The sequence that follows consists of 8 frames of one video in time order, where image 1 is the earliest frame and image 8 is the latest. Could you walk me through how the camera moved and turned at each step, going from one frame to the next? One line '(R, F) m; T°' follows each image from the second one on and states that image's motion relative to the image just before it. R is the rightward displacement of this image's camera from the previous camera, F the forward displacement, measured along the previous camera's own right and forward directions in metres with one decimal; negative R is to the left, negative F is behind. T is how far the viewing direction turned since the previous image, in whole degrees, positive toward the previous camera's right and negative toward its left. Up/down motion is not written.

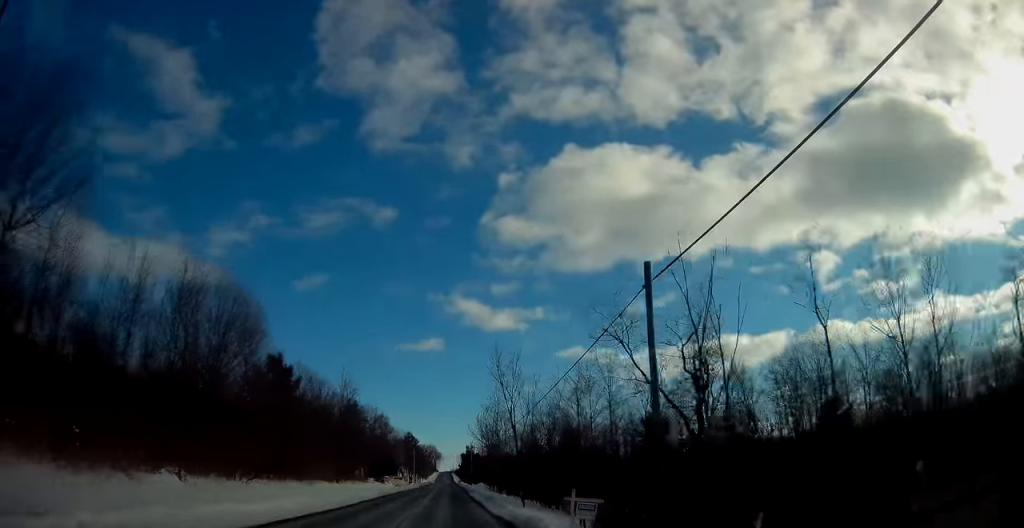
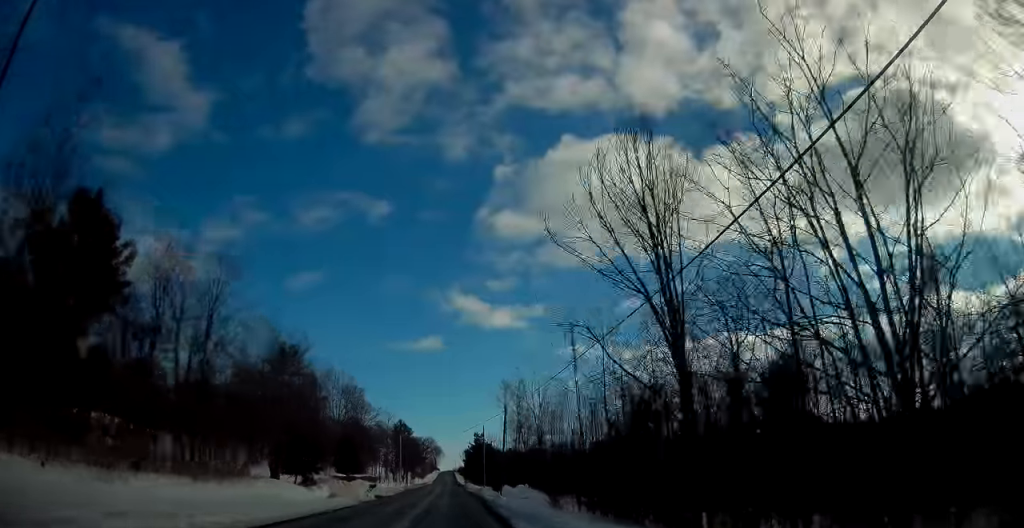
(+0.5, +48.5) m; 0°
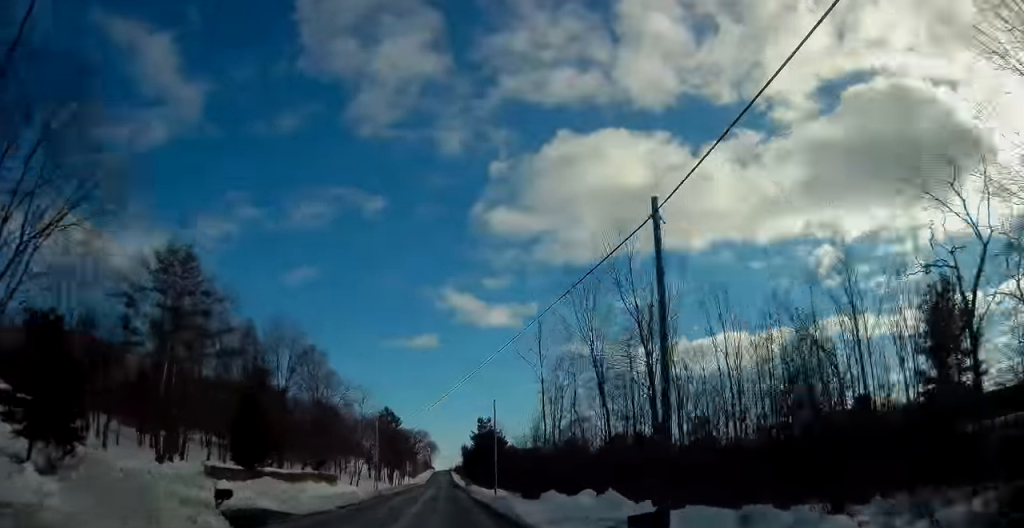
(-0.1, +31.1) m; -1°
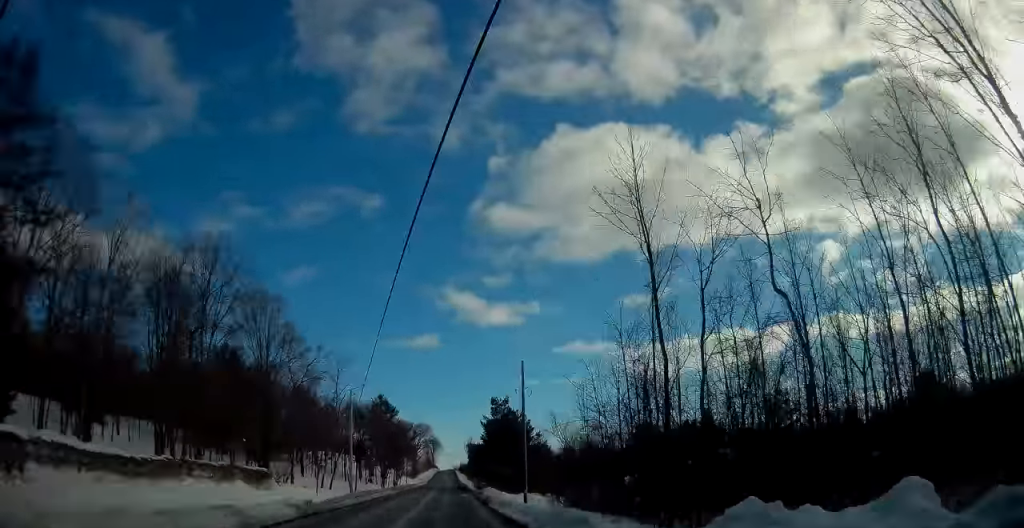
(-0.1, +23.4) m; 0°
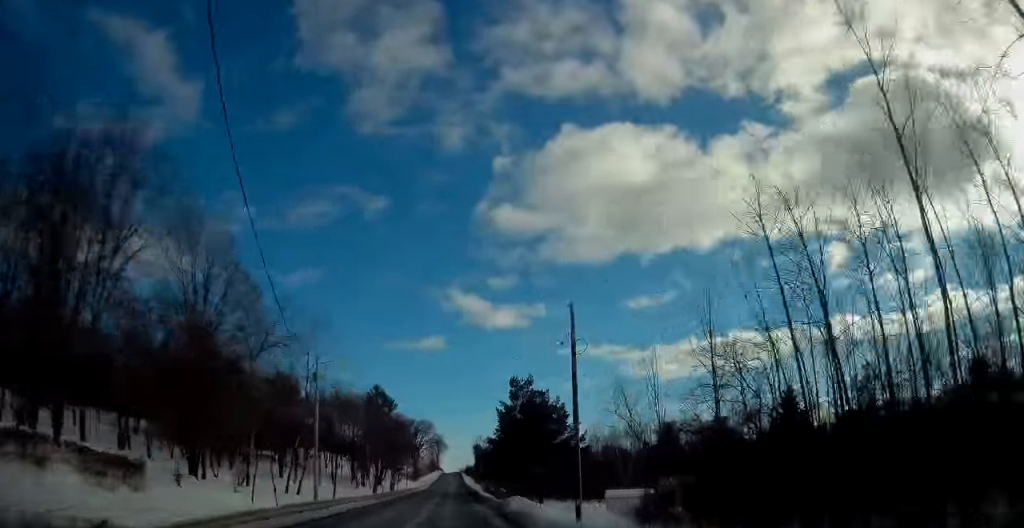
(-0.2, +16.7) m; 0°
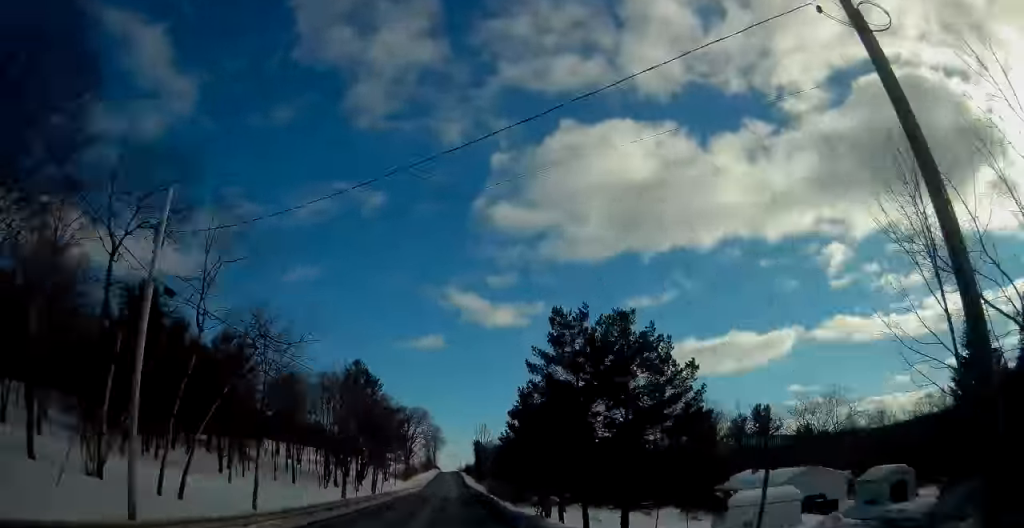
(+0.3, +23.4) m; 0°
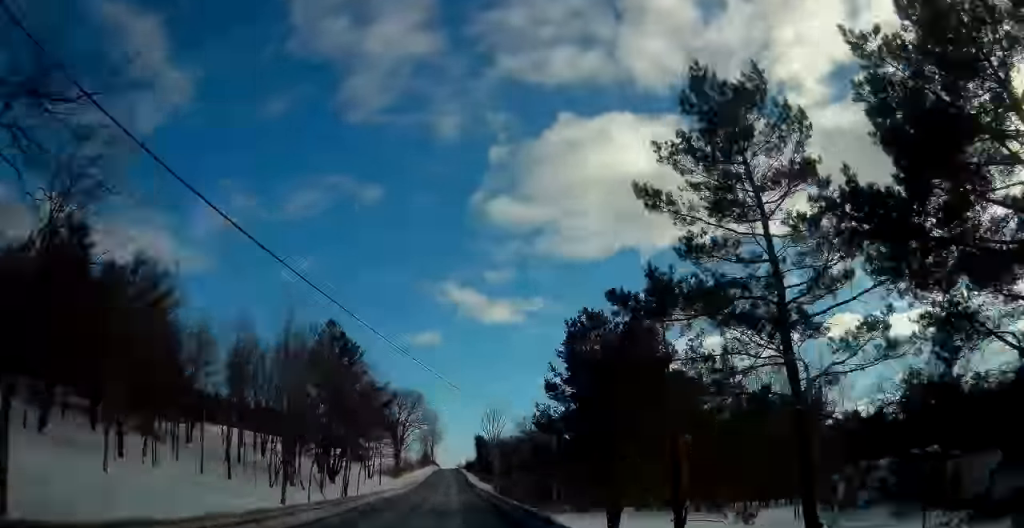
(-0.2, +21.9) m; 0°
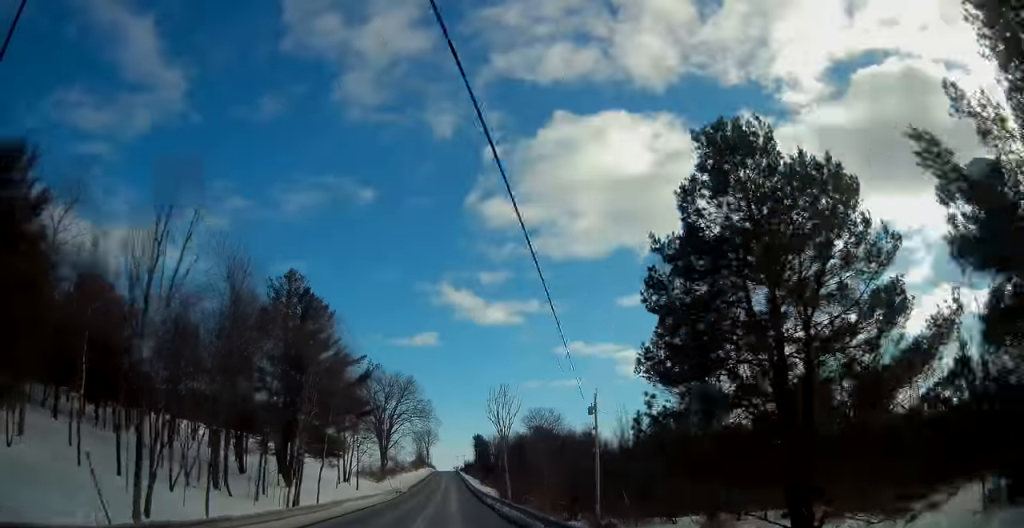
(+0.1, +18.5) m; 0°
